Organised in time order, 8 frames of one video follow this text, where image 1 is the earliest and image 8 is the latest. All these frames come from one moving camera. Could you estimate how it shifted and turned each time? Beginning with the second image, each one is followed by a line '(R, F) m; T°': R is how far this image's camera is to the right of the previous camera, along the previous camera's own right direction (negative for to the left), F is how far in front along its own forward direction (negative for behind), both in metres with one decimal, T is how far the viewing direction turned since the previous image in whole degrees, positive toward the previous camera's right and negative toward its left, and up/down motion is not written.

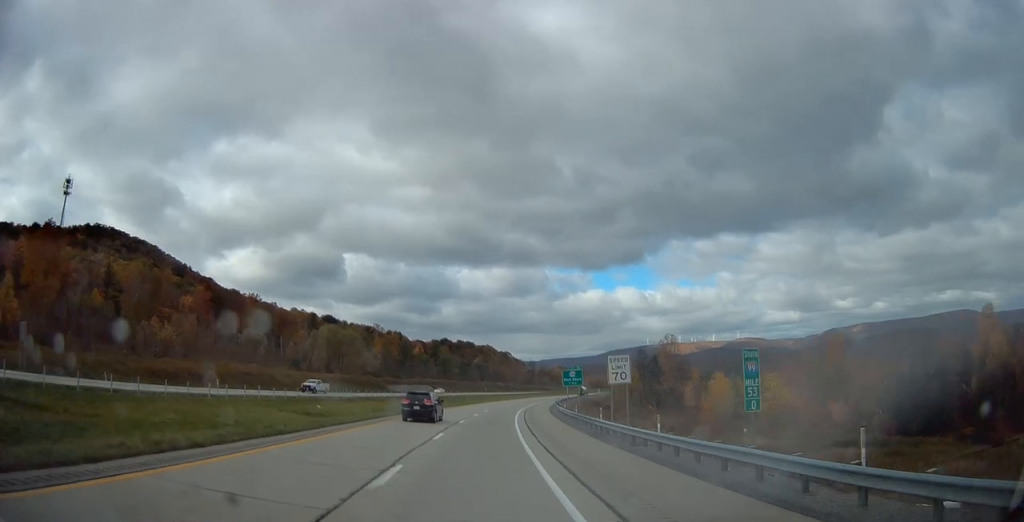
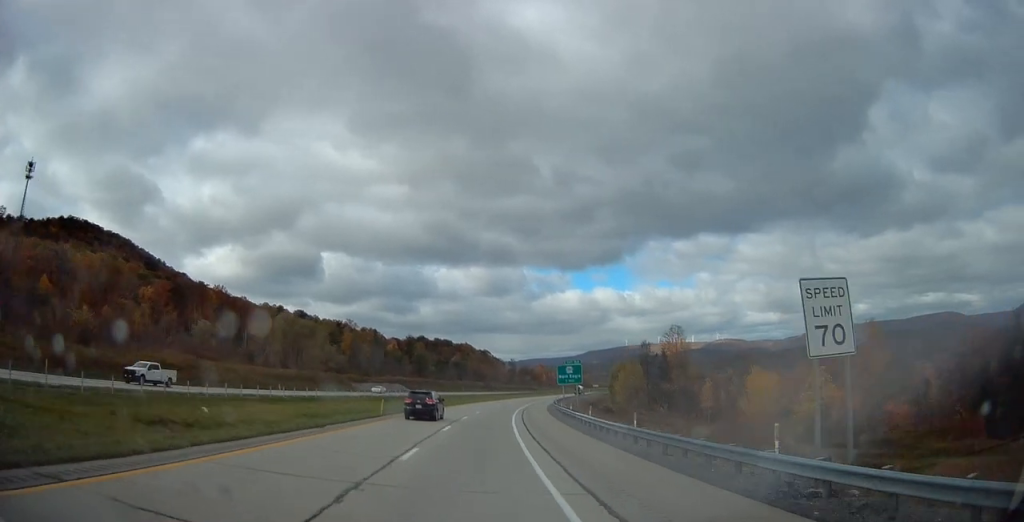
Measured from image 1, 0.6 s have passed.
(+0.4, +20.1) m; +2°
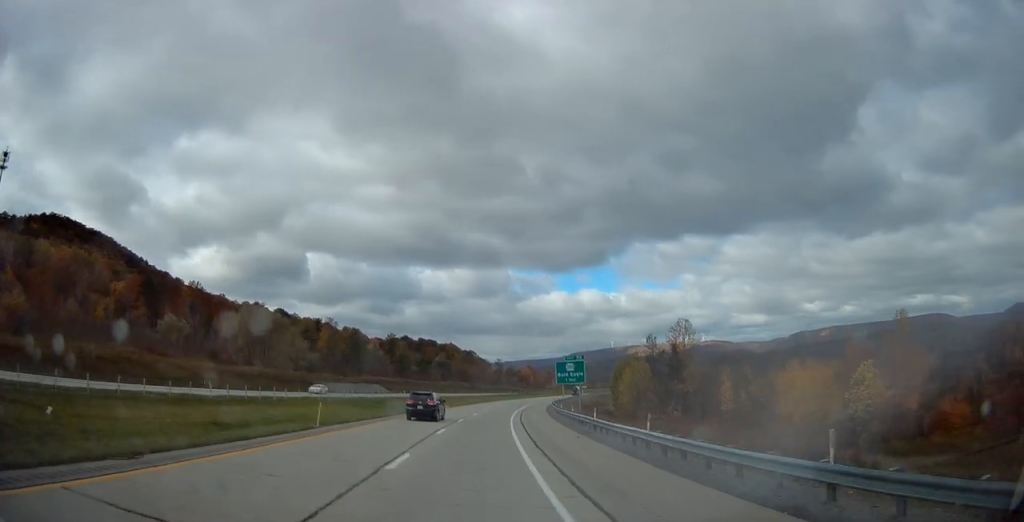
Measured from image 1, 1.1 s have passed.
(-0.1, +13.8) m; +1°
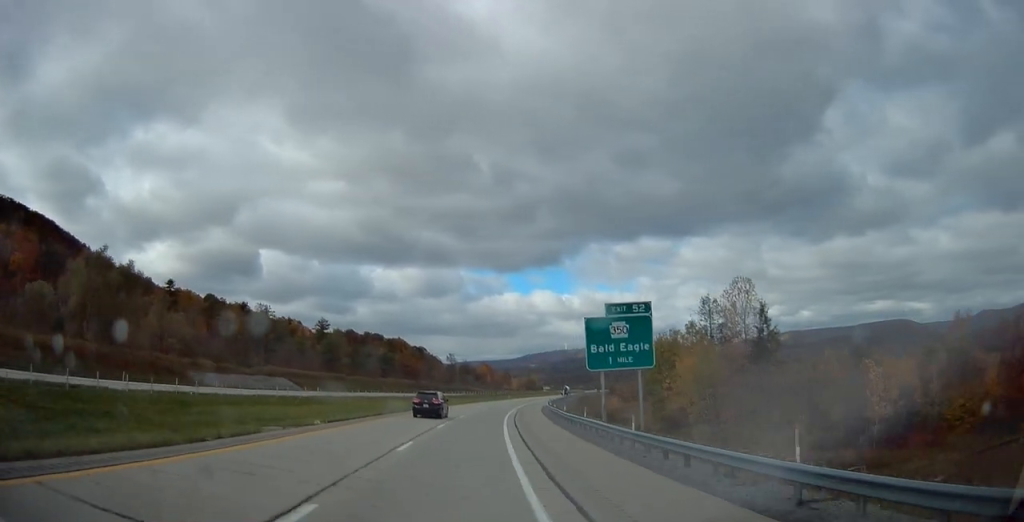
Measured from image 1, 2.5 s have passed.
(+2.1, +45.3) m; +5°
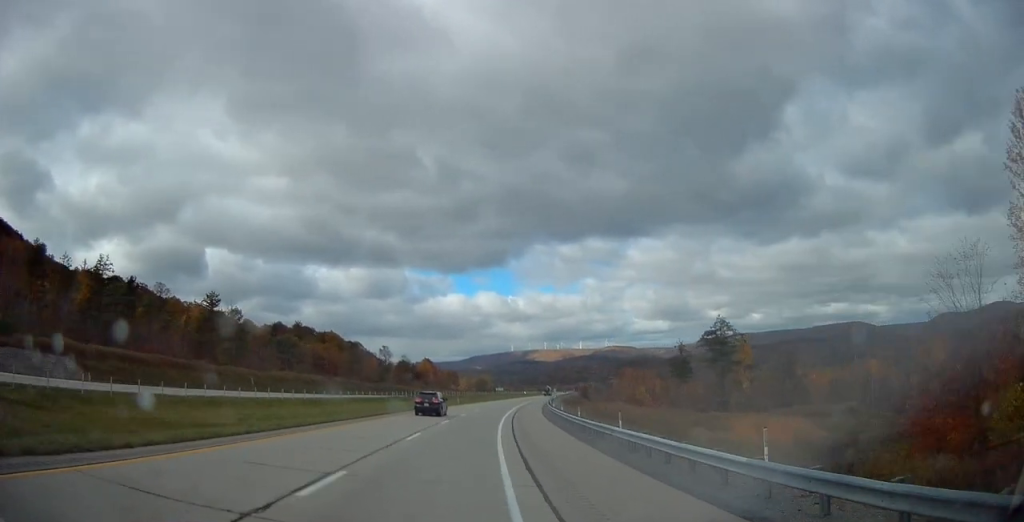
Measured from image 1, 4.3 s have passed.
(+3.0, +57.0) m; +6°
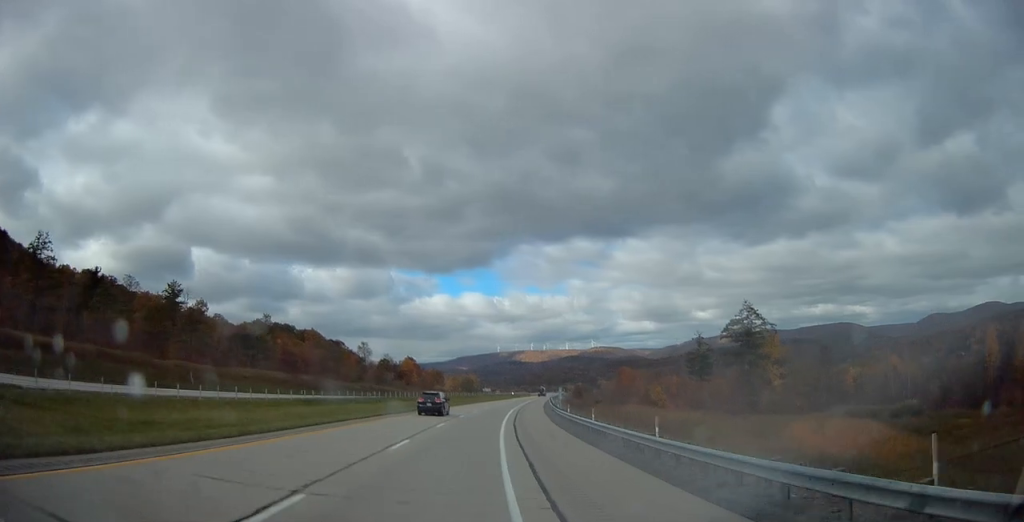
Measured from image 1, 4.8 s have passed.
(+0.2, +15.9) m; +1°
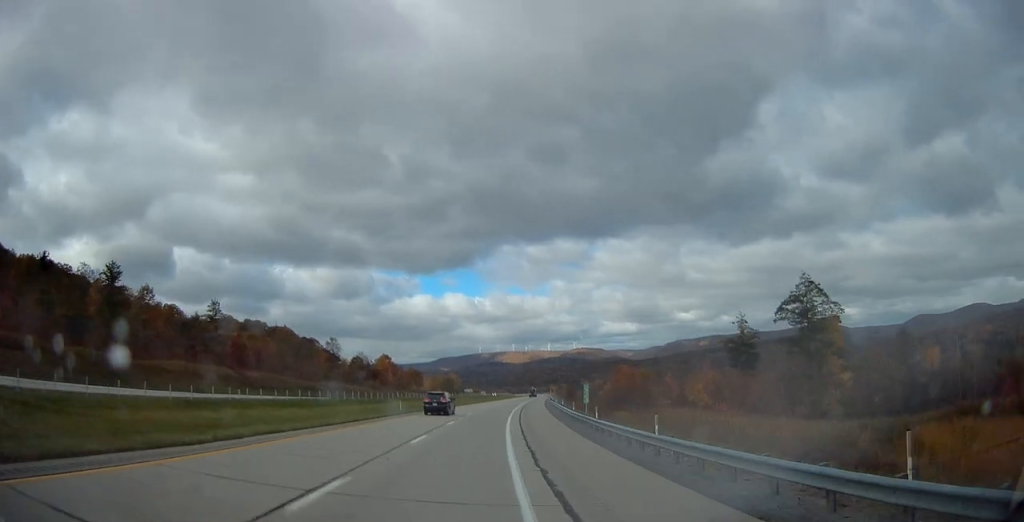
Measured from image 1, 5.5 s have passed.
(+0.3, +22.2) m; +2°
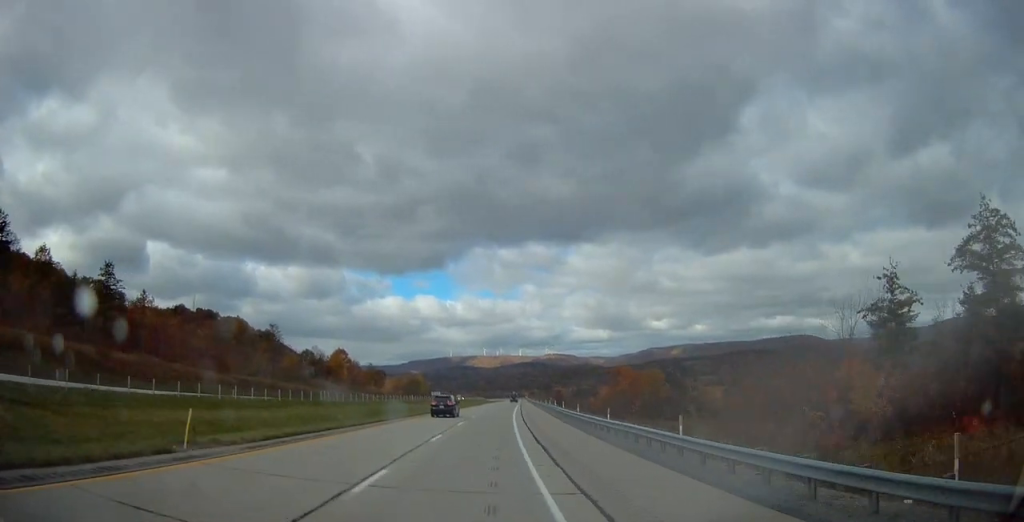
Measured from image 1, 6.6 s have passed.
(+0.9, +34.9) m; +3°
